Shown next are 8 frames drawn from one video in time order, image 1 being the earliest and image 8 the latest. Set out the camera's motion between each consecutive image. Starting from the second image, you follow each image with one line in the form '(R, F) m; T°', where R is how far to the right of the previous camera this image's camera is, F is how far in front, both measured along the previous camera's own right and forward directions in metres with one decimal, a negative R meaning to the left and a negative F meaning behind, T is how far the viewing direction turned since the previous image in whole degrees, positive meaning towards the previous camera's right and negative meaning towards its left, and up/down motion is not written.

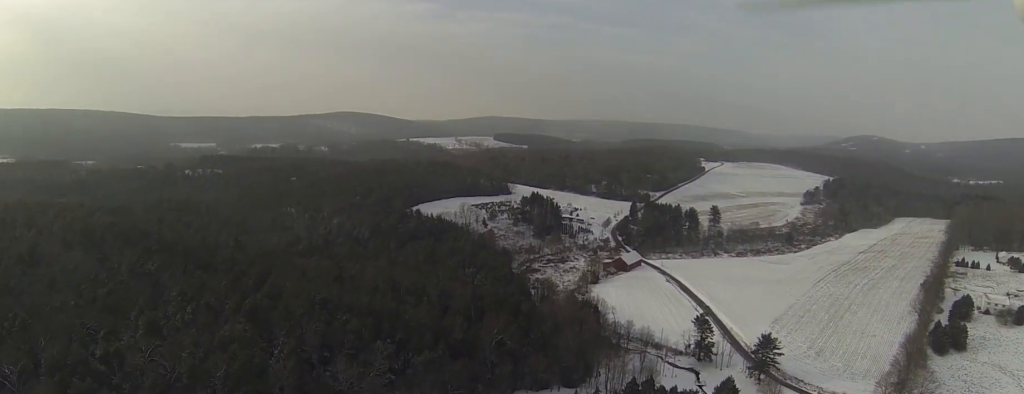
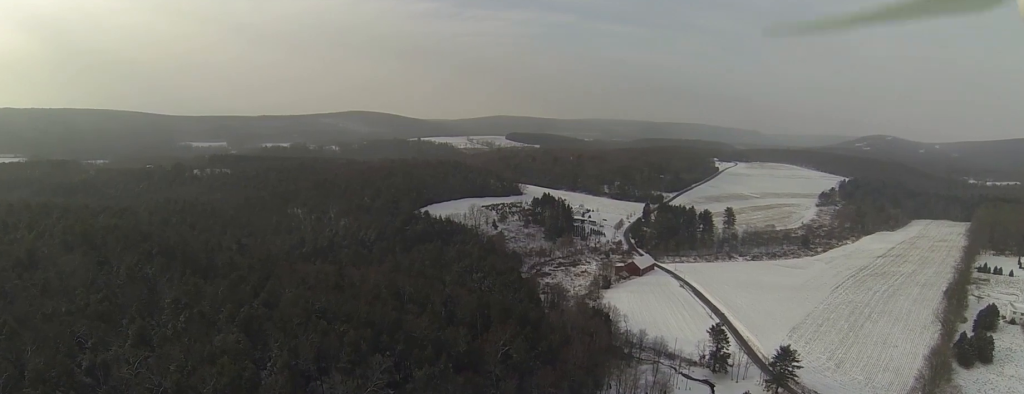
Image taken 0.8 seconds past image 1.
(+0.3, +8.1) m; -1°
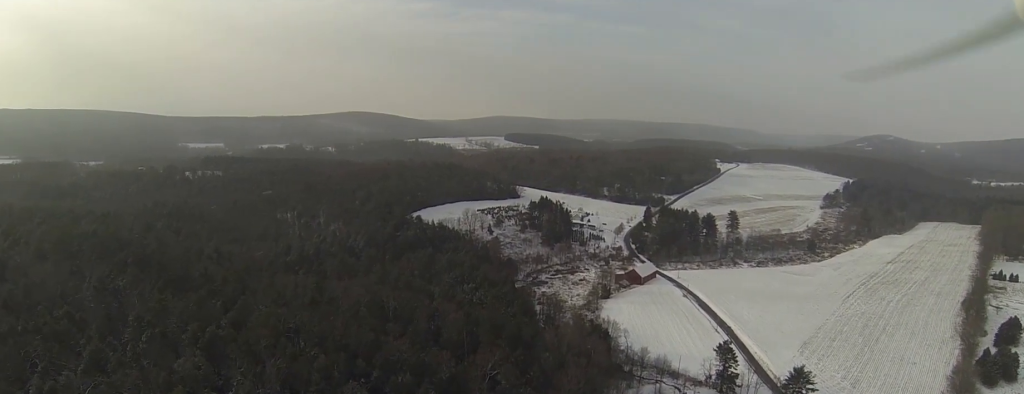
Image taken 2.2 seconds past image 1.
(-0.4, +14.3) m; 0°
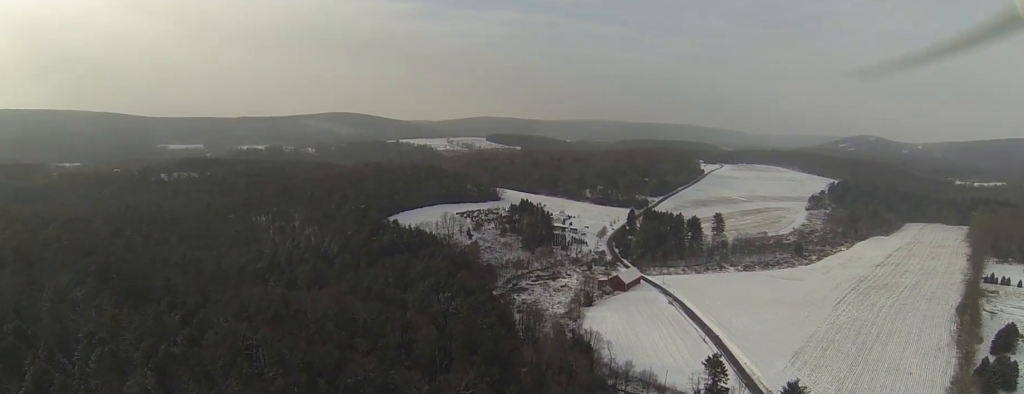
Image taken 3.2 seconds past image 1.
(+0.1, +10.5) m; -1°
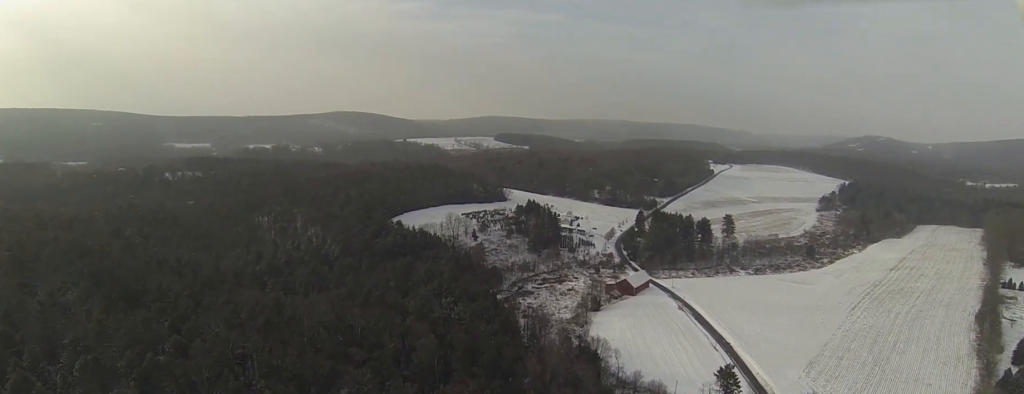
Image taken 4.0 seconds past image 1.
(-0.2, +7.7) m; 0°
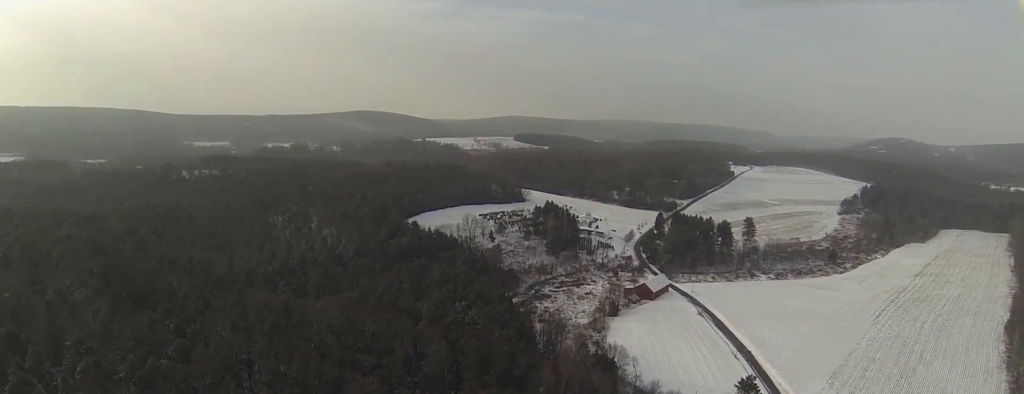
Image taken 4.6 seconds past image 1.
(+0.2, +5.4) m; +1°
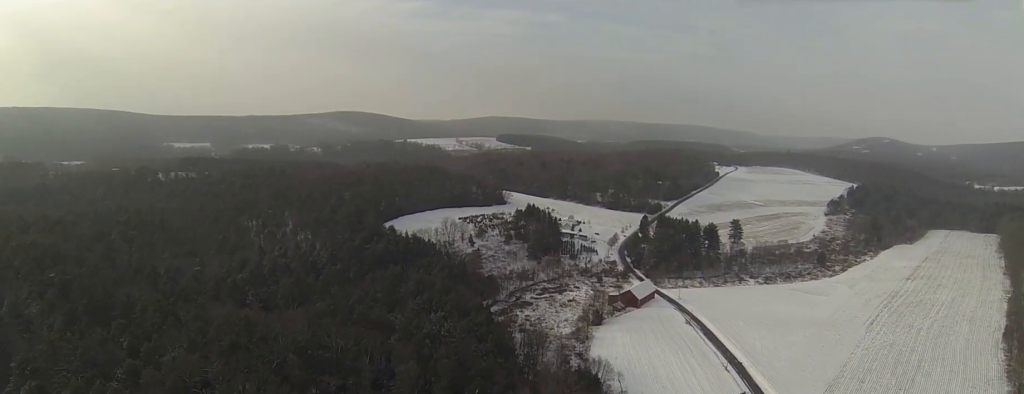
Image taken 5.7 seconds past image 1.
(+0.1, +10.4) m; +1°
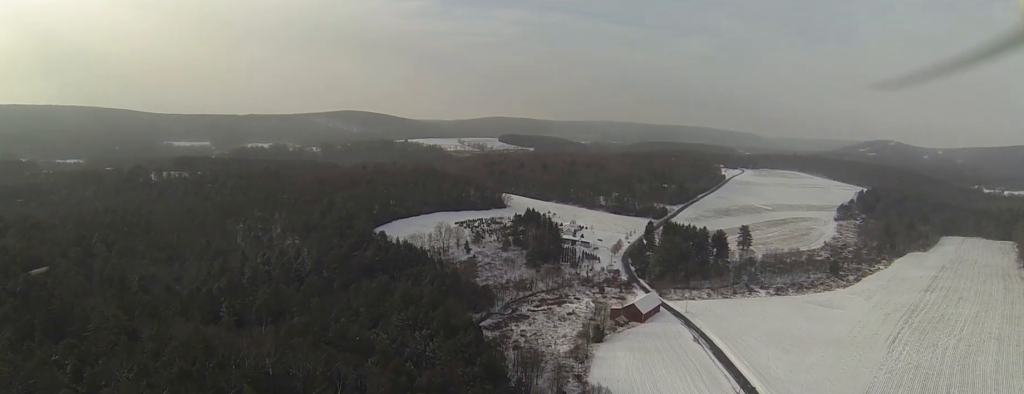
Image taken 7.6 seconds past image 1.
(-0.5, +16.7) m; -4°
